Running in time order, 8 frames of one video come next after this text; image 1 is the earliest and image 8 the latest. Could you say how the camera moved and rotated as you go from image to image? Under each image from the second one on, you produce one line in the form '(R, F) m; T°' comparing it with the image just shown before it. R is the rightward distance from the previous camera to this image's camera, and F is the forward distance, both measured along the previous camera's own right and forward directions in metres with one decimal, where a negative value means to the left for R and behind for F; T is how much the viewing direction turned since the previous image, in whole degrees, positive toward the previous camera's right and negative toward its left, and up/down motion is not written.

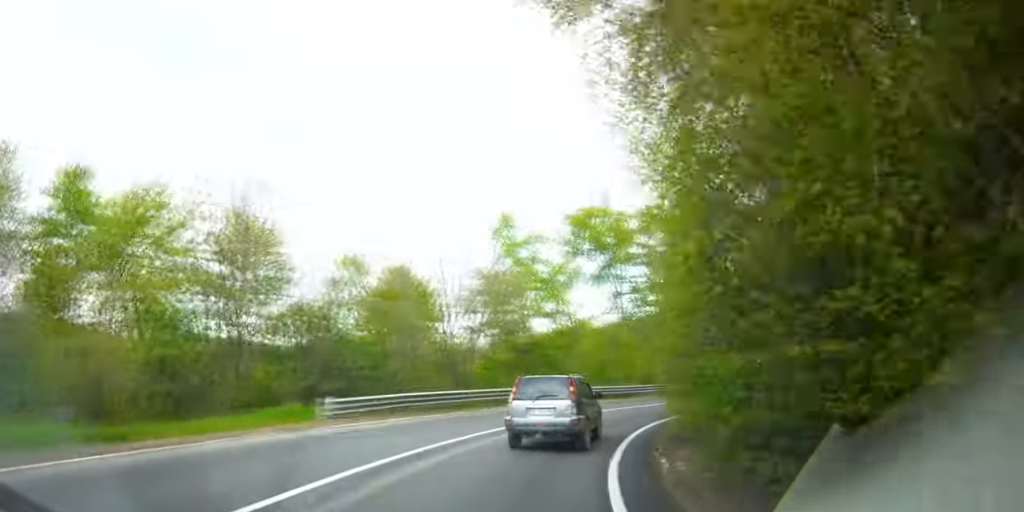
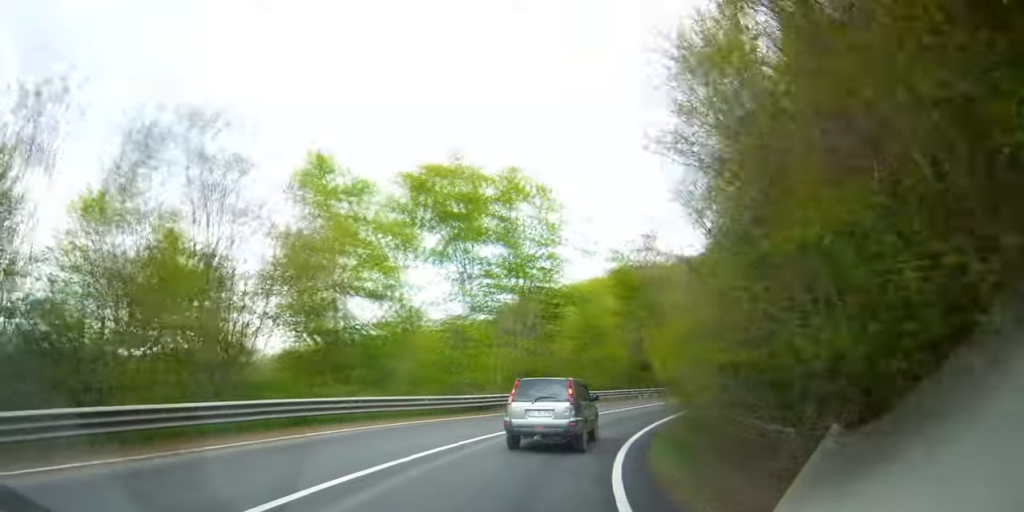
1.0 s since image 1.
(+0.6, +13.7) m; +4°
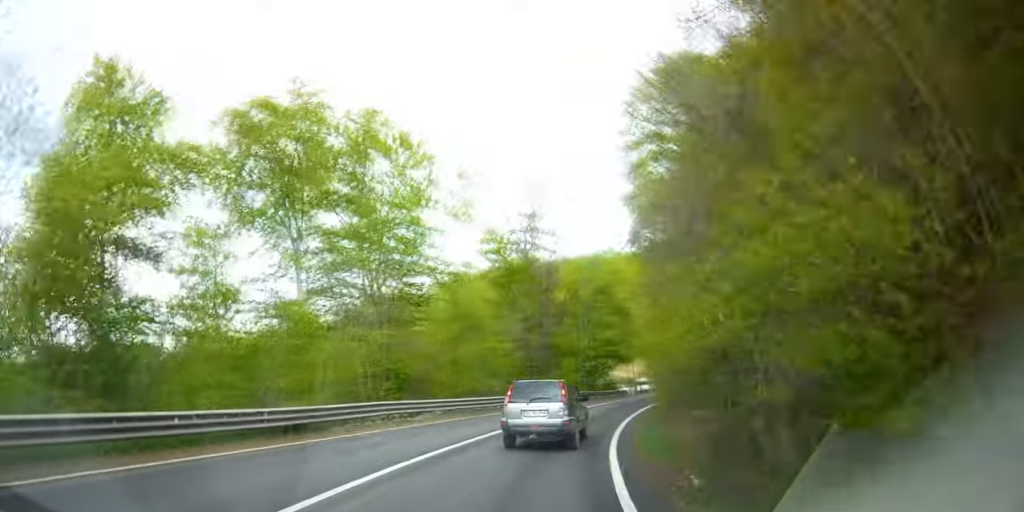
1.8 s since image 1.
(+0.3, +11.7) m; +11°
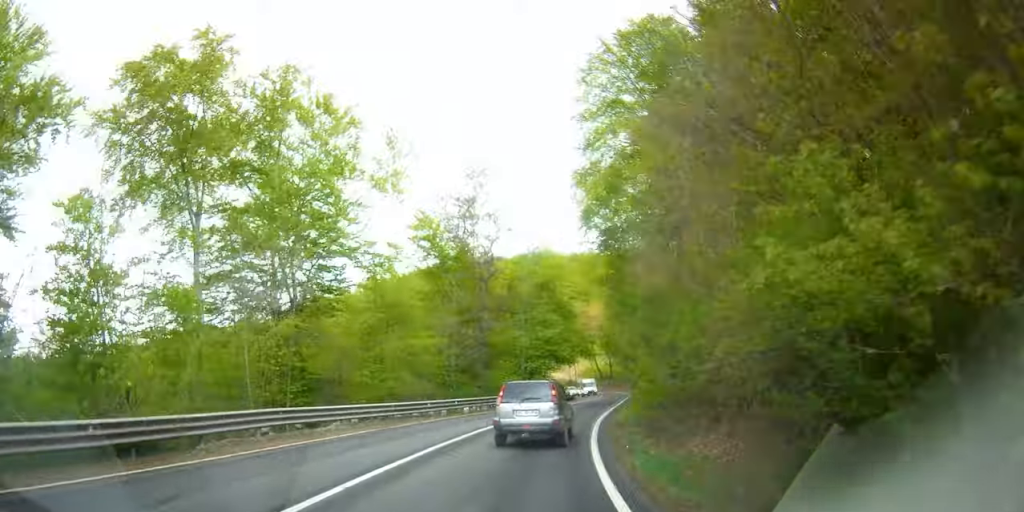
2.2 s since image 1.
(+0.3, +5.9) m; +8°
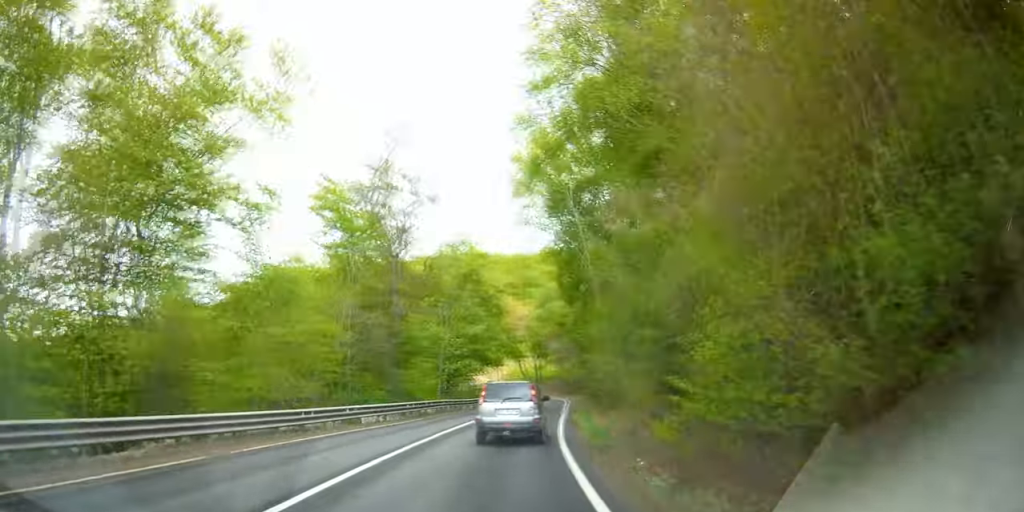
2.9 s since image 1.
(+1.2, +8.5) m; +15°
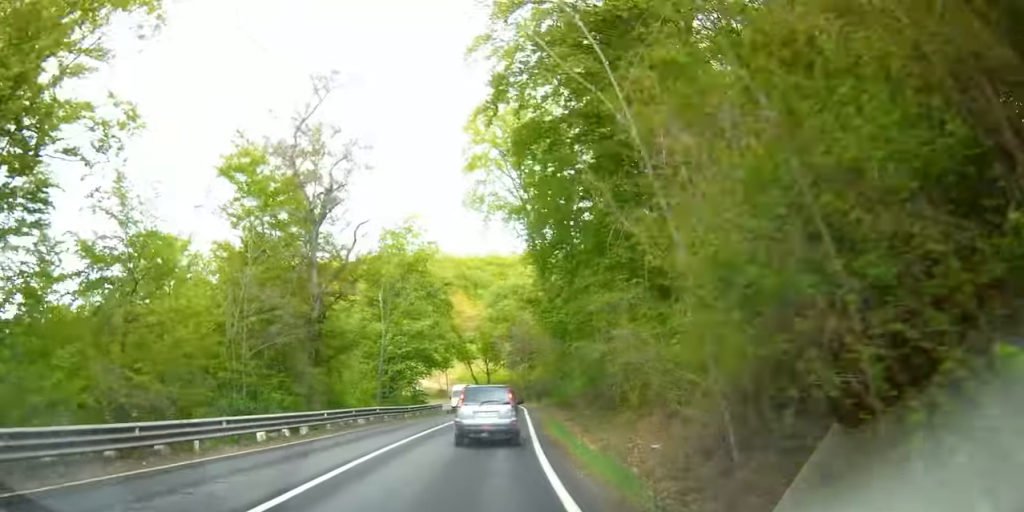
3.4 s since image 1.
(+1.1, +7.3) m; +8°
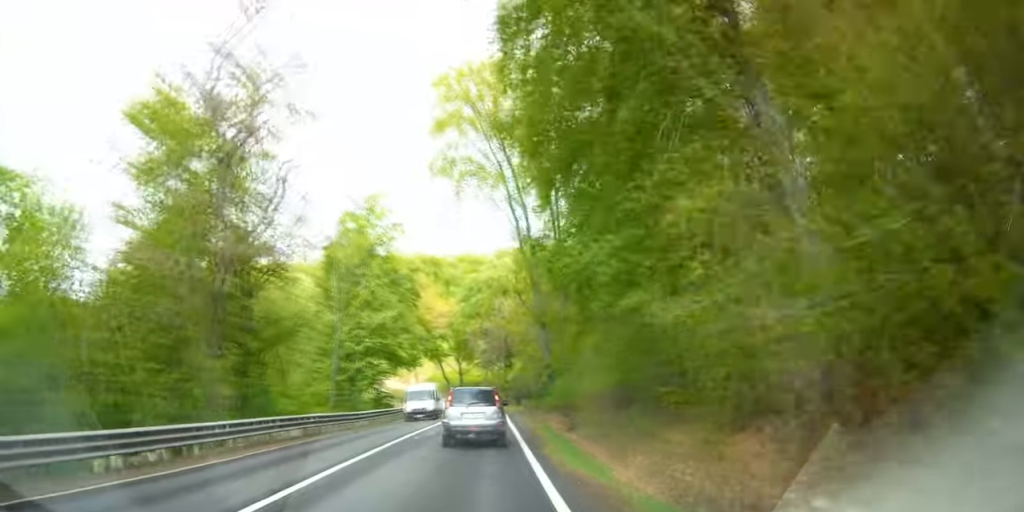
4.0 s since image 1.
(+0.7, +6.9) m; +5°
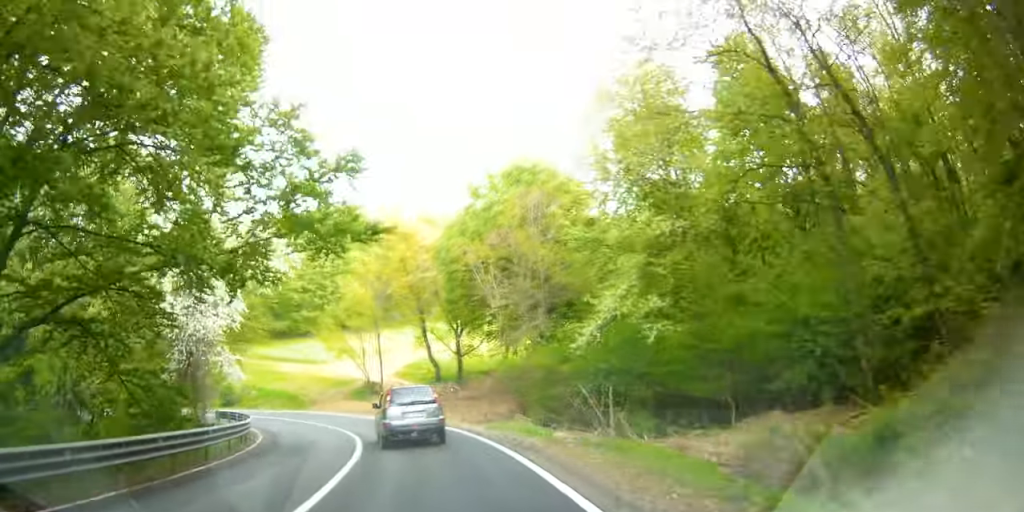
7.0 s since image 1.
(+12.7, +38.6) m; +19°
